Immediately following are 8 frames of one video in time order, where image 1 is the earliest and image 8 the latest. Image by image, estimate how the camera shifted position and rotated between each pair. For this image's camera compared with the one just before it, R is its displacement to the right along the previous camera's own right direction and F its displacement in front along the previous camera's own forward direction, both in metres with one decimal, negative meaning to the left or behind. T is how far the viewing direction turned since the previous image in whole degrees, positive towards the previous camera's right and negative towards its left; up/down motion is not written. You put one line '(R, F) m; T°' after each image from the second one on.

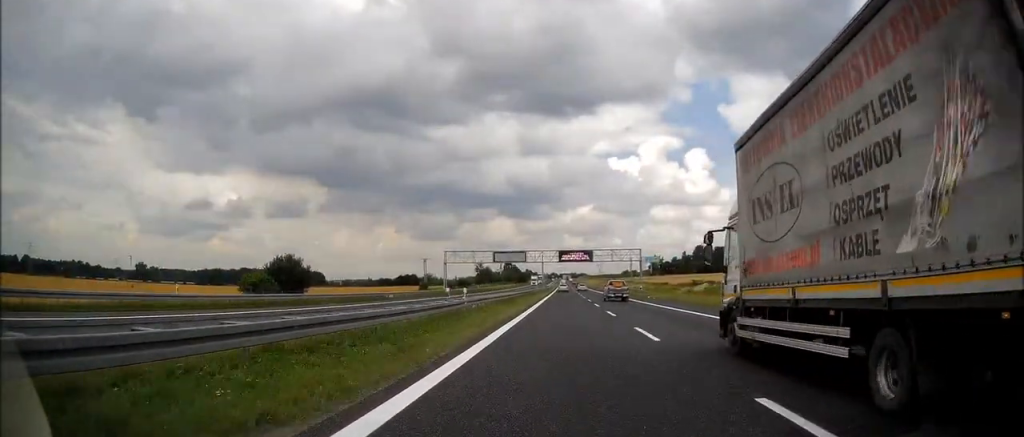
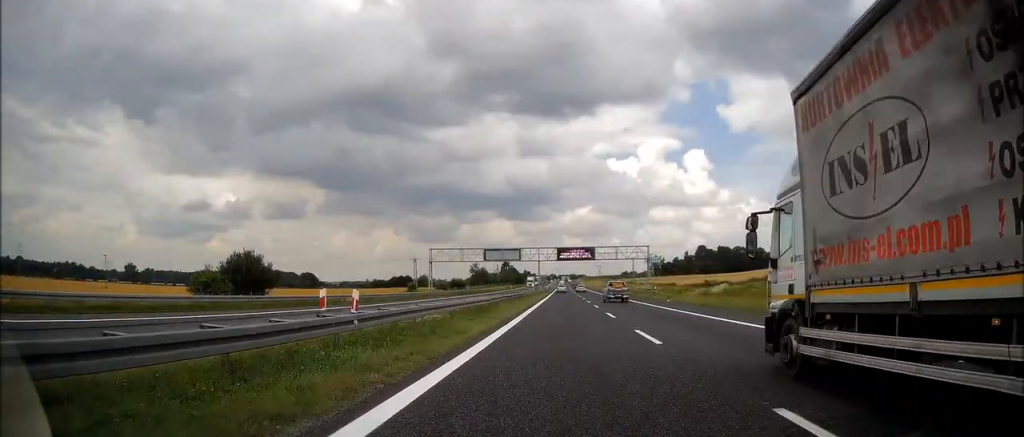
(-0.1, +12.4) m; 0°
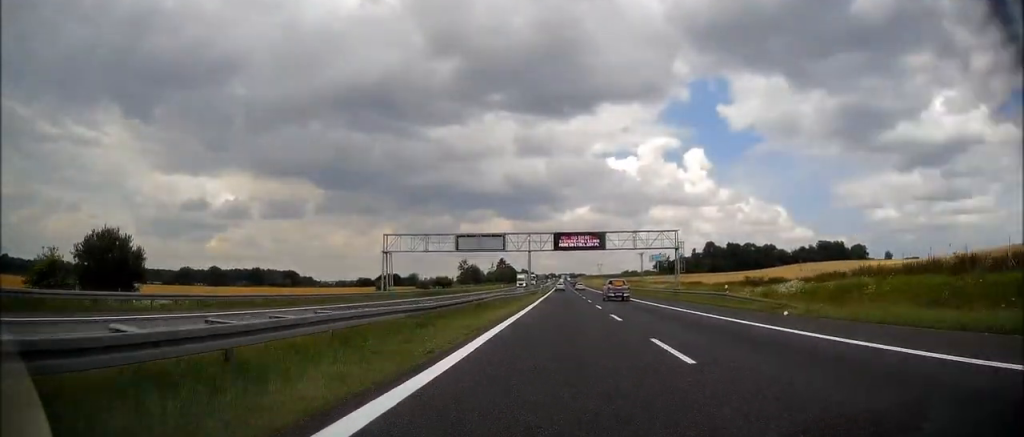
(+0.1, +26.5) m; 0°
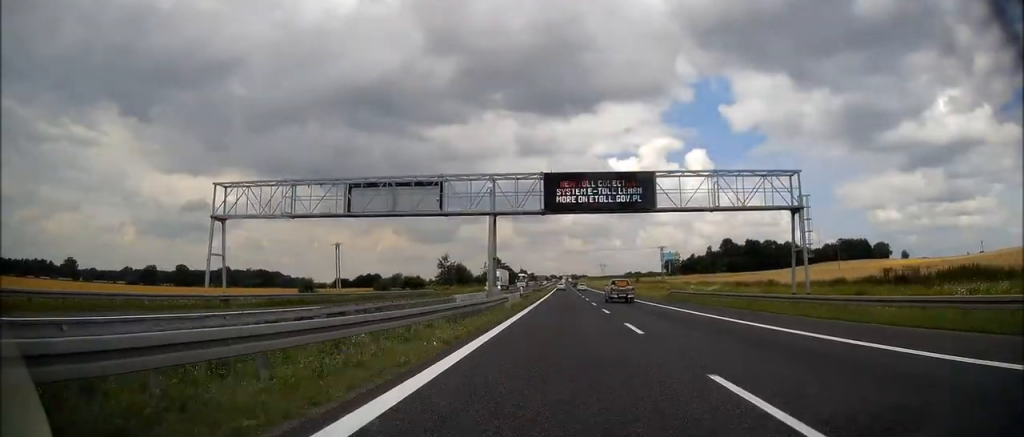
(+0.2, +41.8) m; 0°
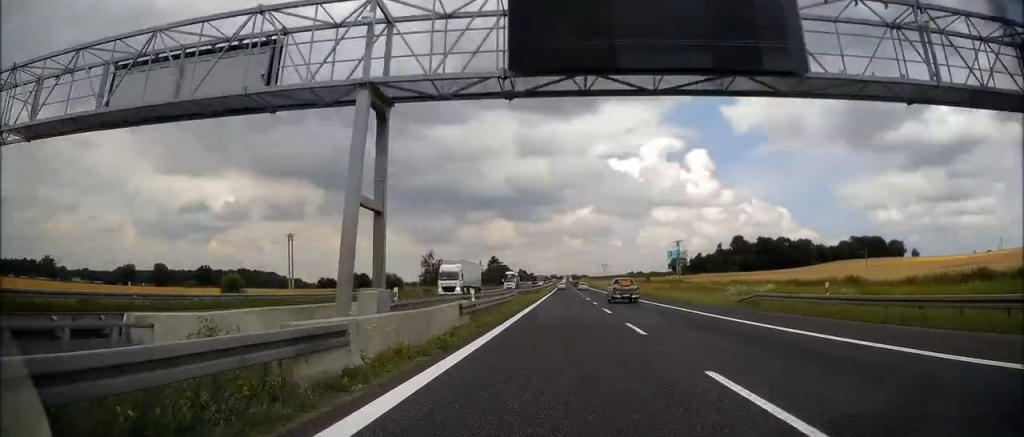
(+0.2, +23.8) m; 0°
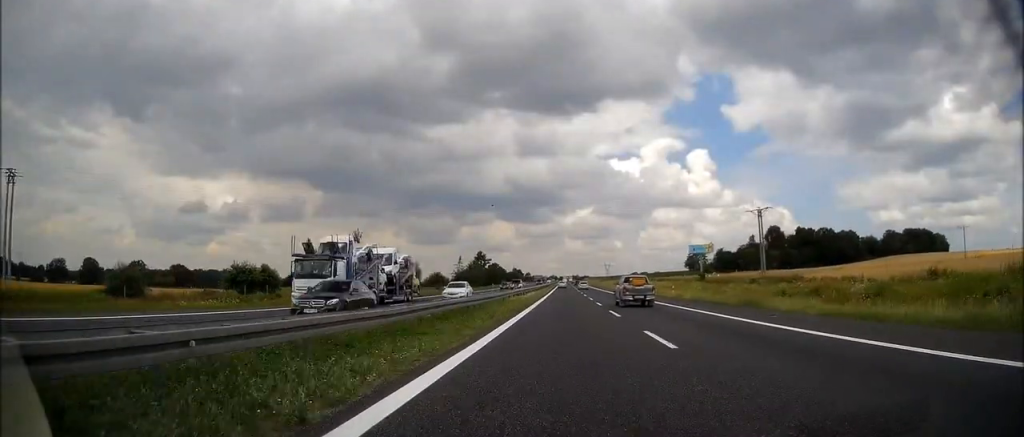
(-0.1, +64.0) m; 0°
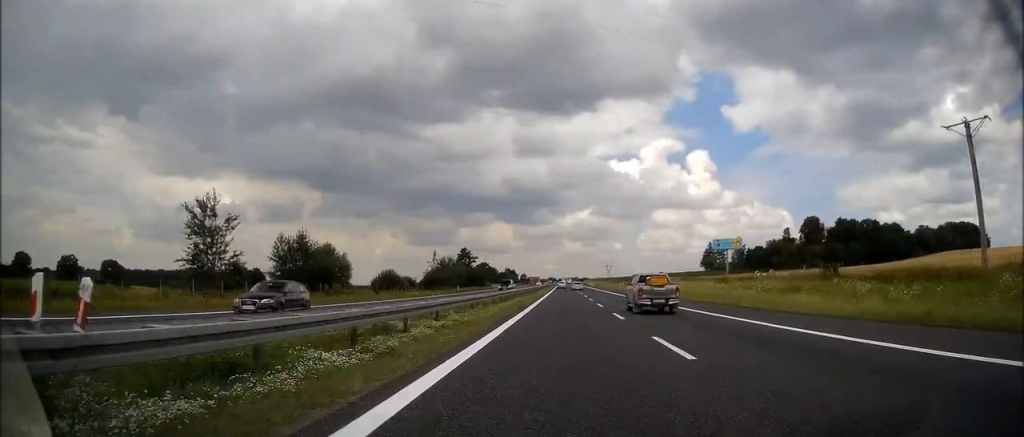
(-0.3, +50.1) m; 0°
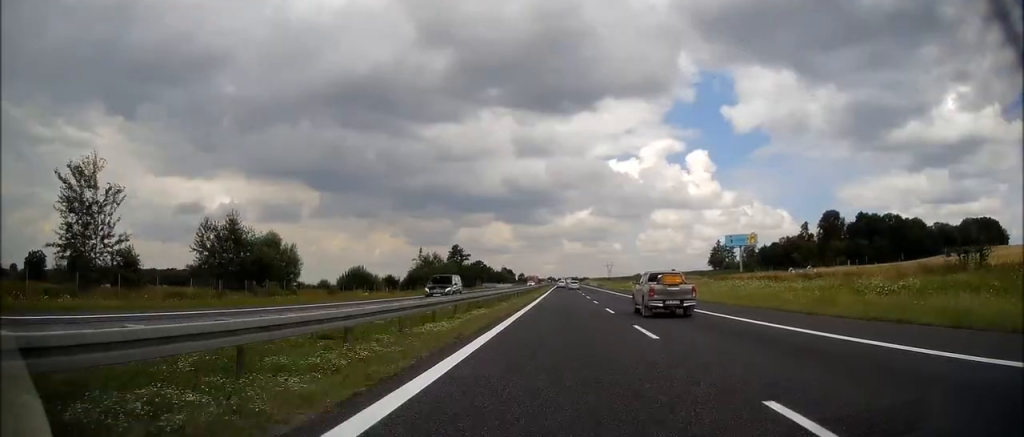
(+0.1, +20.5) m; 0°
